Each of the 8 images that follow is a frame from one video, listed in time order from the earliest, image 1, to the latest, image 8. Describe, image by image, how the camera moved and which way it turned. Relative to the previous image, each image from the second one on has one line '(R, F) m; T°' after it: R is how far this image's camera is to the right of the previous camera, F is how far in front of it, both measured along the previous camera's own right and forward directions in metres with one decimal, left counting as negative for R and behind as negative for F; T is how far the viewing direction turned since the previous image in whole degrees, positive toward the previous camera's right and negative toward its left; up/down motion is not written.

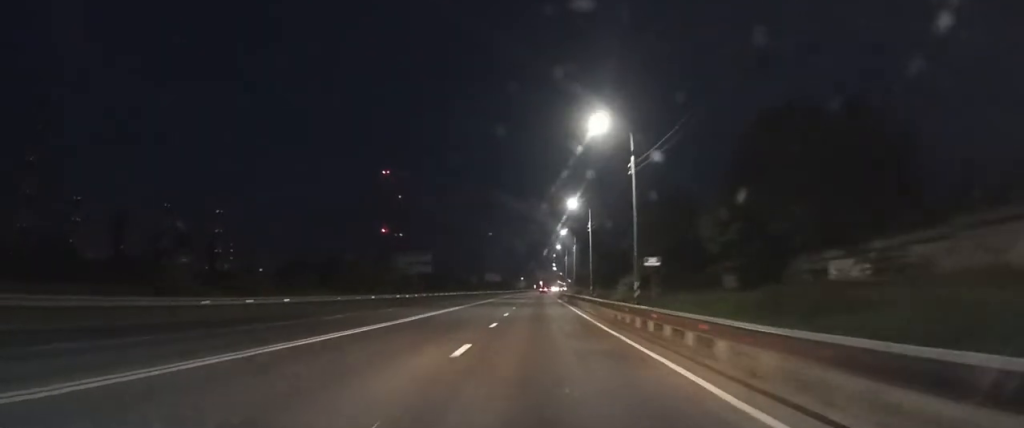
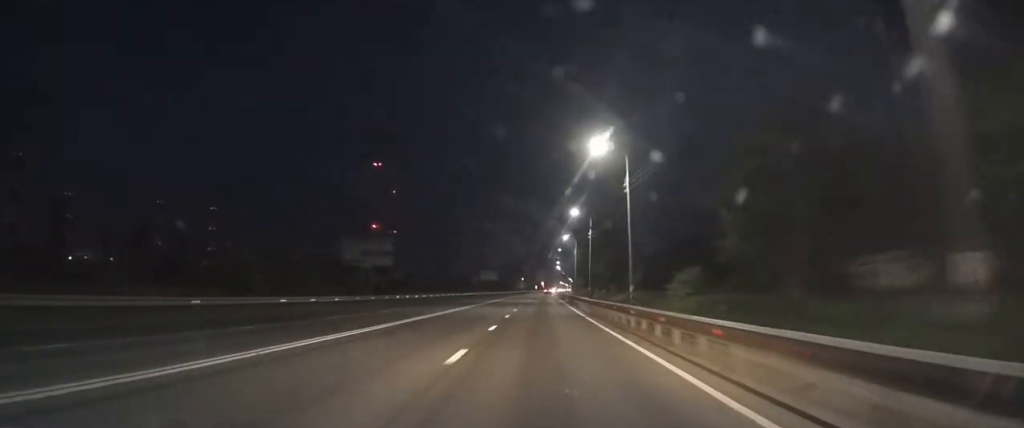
(0.0, +25.2) m; 0°
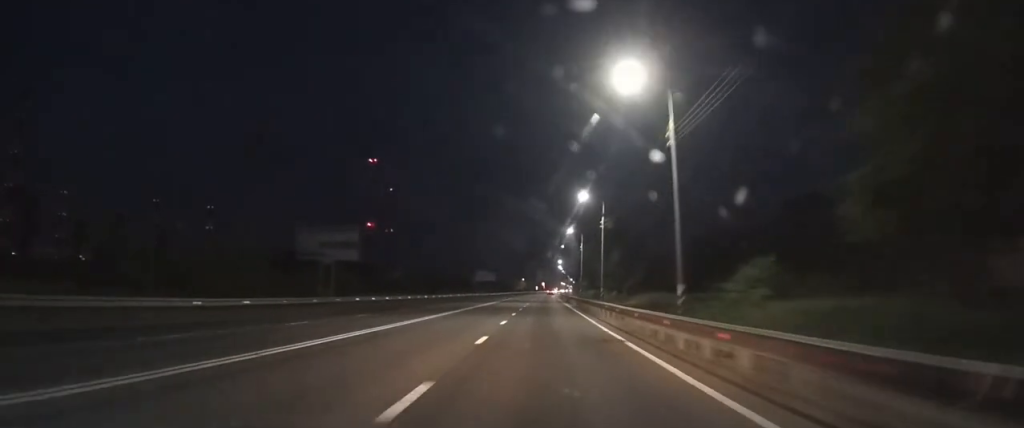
(0.0, +12.2) m; 0°
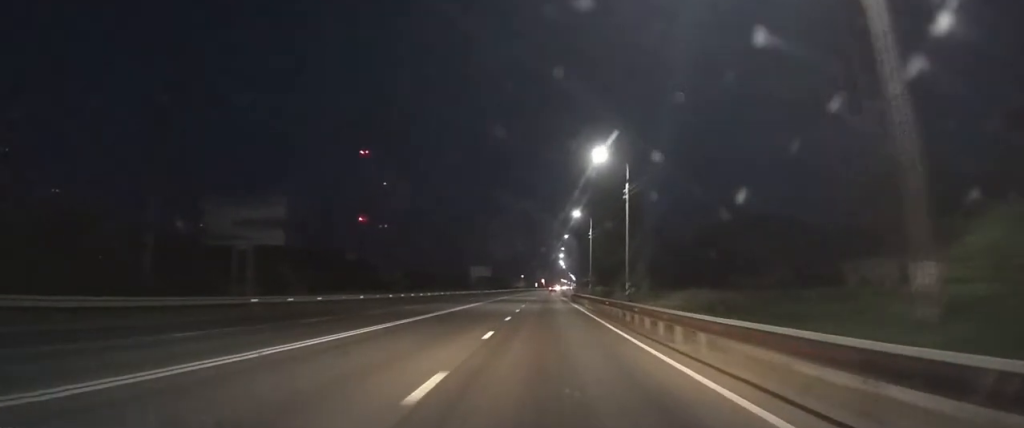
(0.0, +15.4) m; 0°
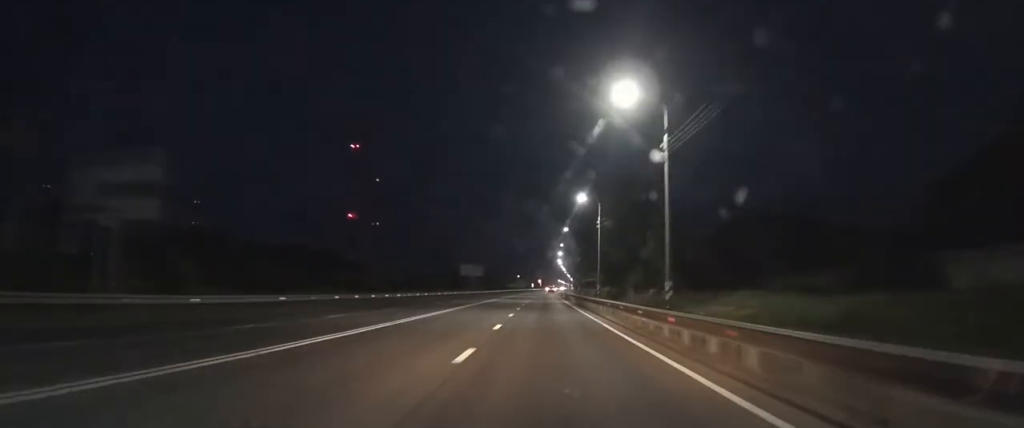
(0.0, +12.6) m; 0°
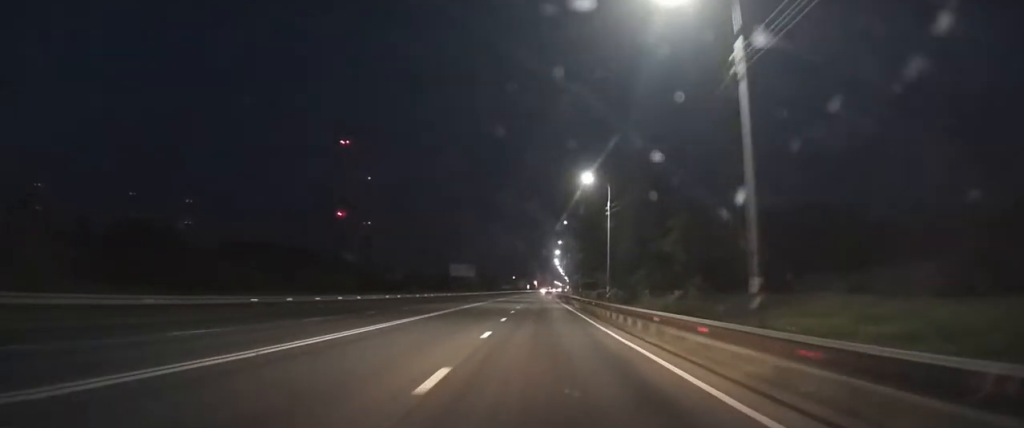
(0.0, +10.6) m; 0°
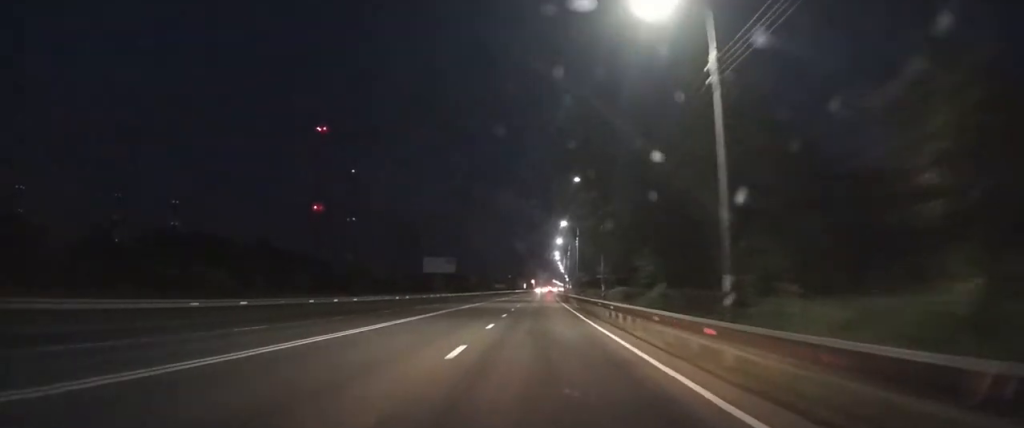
(+0.1, +28.3) m; +1°
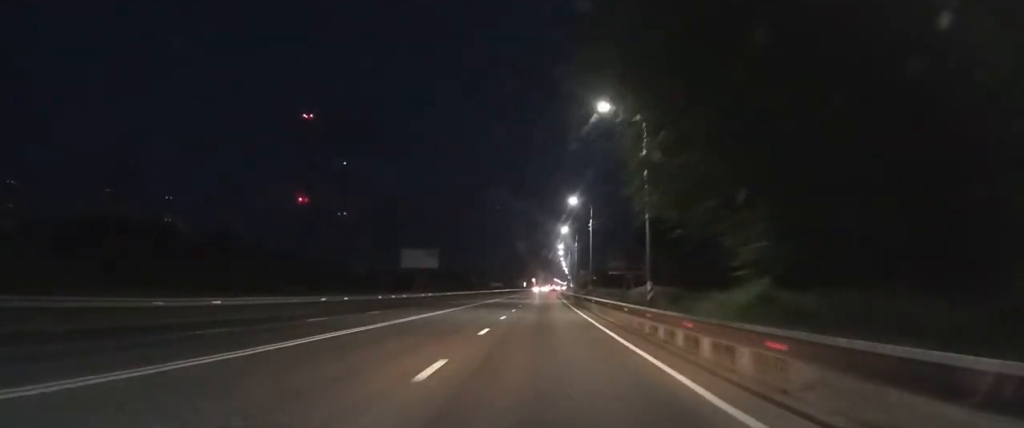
(+0.1, +18.4) m; +1°
